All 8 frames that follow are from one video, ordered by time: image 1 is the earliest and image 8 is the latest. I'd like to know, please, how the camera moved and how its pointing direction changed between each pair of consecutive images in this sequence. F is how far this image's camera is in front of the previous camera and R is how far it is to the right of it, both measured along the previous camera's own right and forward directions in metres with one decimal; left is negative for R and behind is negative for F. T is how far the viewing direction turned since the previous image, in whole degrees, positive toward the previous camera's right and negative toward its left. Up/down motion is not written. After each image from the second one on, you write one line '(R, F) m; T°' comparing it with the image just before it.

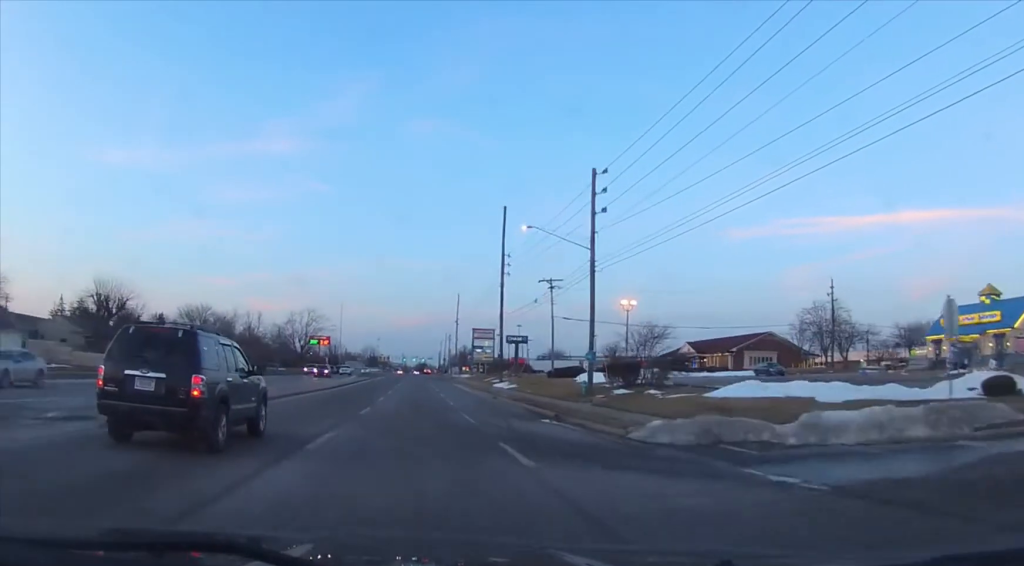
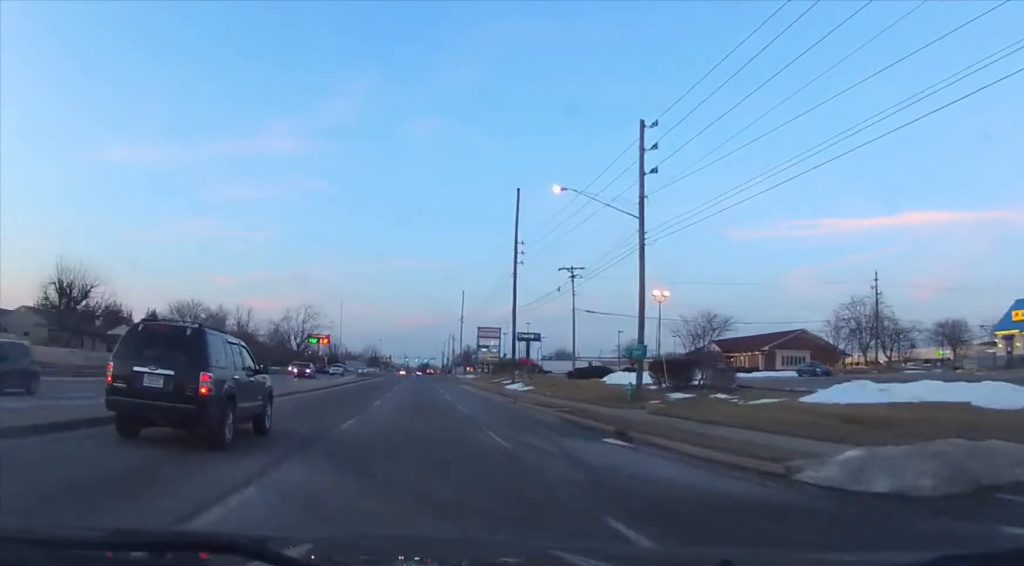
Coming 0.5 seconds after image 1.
(0.0, +8.3) m; 0°
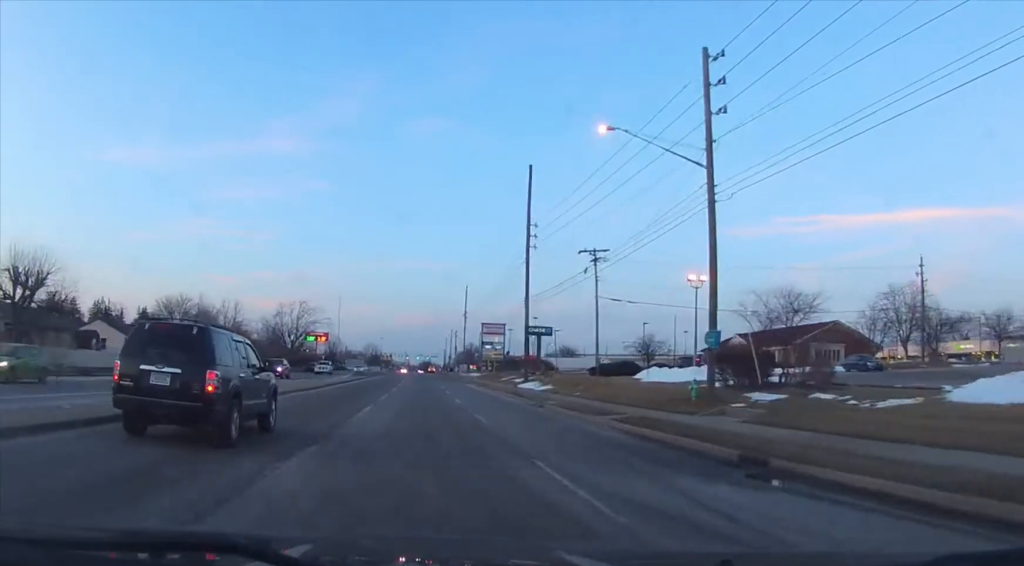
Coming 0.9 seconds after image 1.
(0.0, +7.7) m; 0°
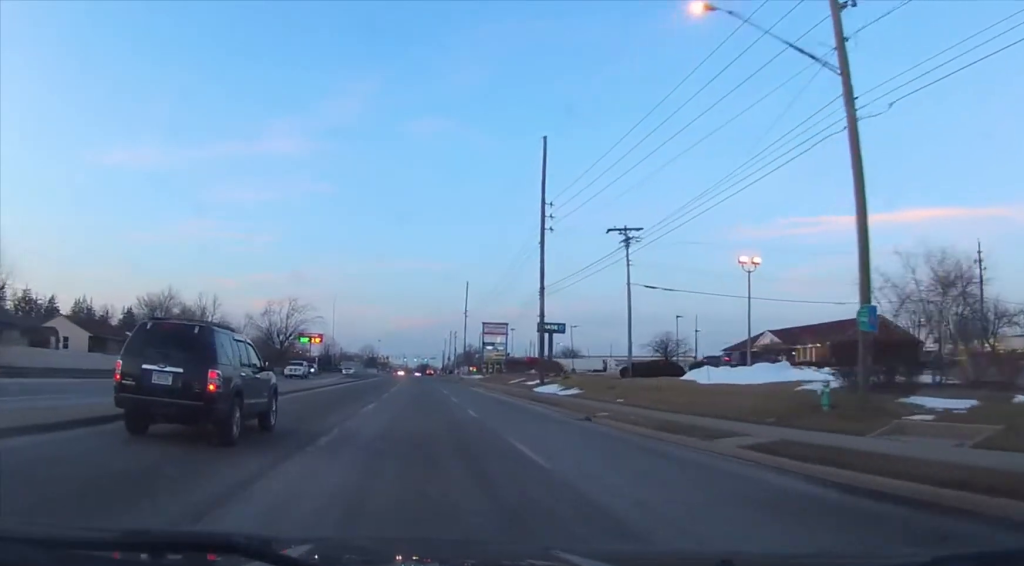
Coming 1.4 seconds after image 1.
(0.0, +8.9) m; 0°
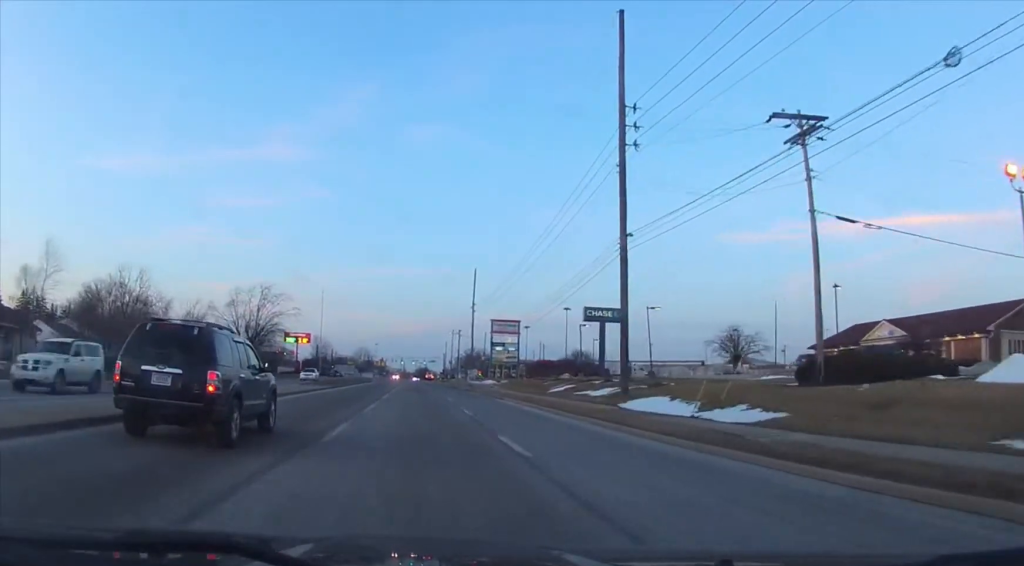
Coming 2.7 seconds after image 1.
(0.0, +22.7) m; 0°
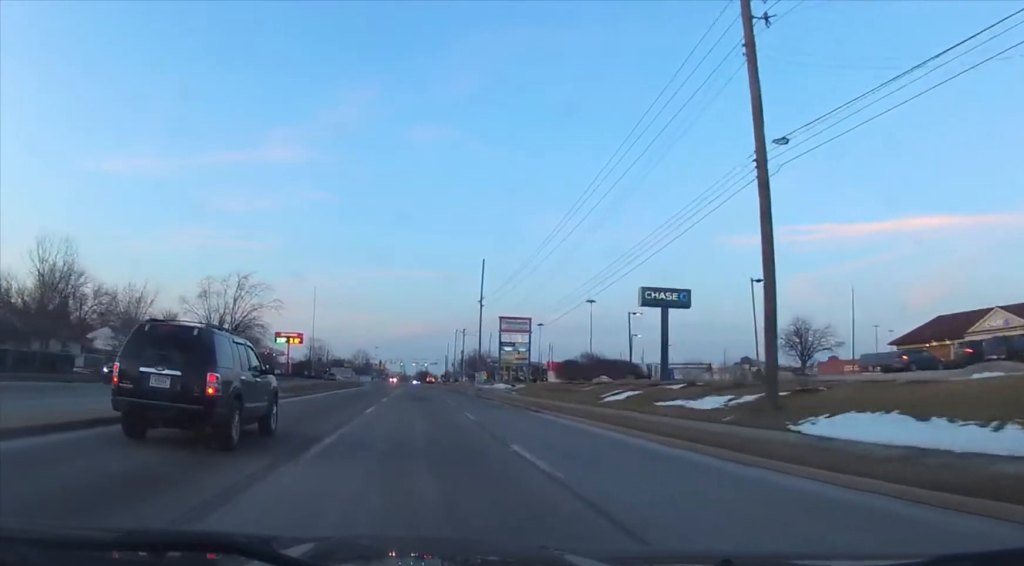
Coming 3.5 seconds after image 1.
(0.0, +14.4) m; 0°
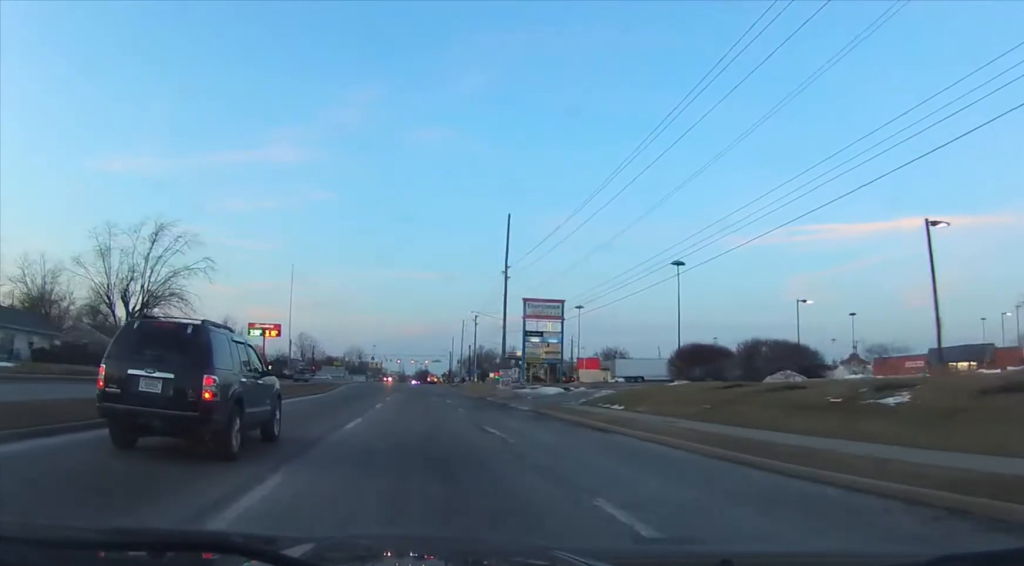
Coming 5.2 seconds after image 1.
(0.0, +30.7) m; 0°
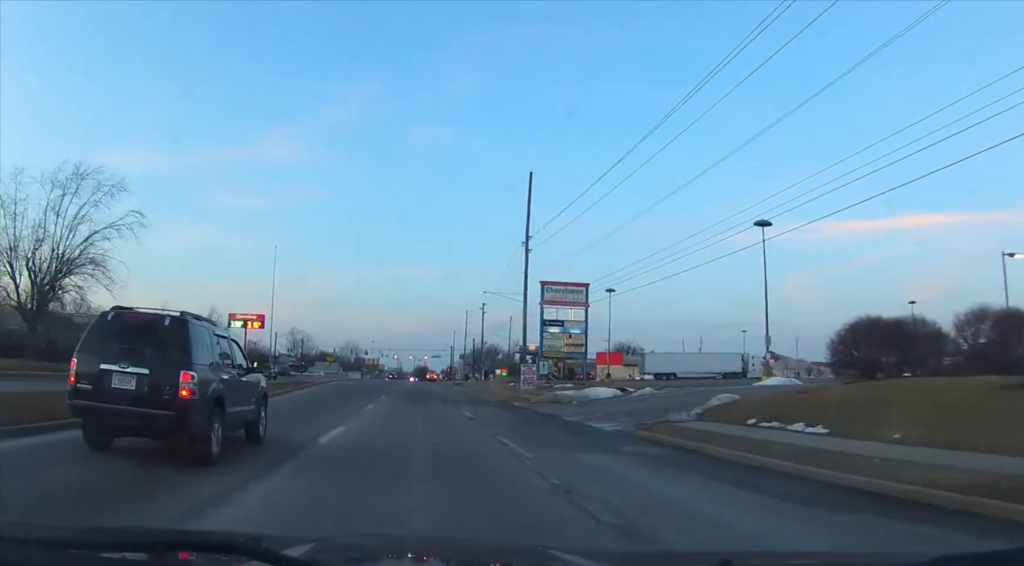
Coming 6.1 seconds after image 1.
(0.0, +16.0) m; 0°
